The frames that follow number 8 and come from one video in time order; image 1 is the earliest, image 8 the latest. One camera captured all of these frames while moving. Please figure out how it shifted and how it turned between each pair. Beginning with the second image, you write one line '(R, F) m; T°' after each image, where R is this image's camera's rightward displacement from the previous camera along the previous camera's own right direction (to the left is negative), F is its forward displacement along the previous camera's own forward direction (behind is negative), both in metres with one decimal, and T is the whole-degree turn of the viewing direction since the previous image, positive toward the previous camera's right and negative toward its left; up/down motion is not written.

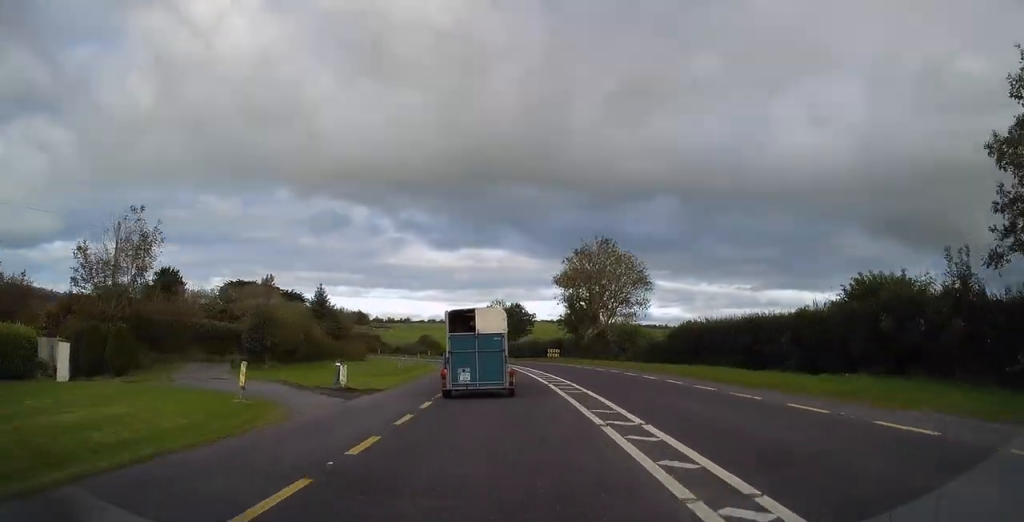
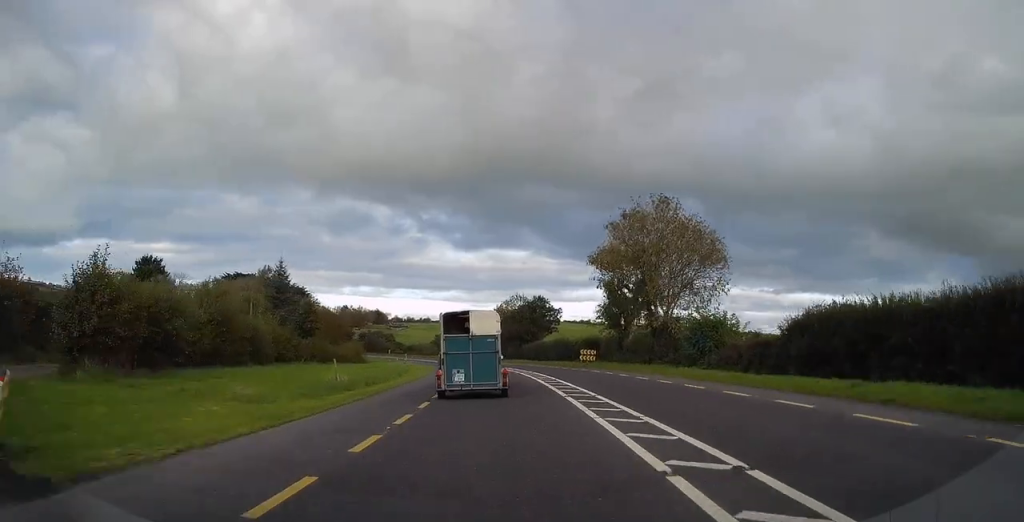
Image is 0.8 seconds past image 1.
(0.0, +17.0) m; -1°
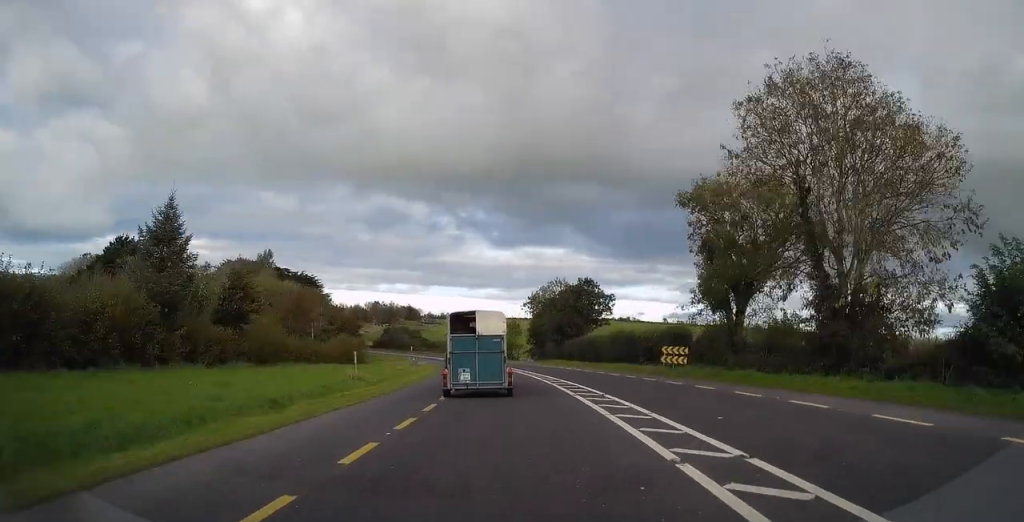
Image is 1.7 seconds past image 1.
(-0.4, +21.5) m; -2°
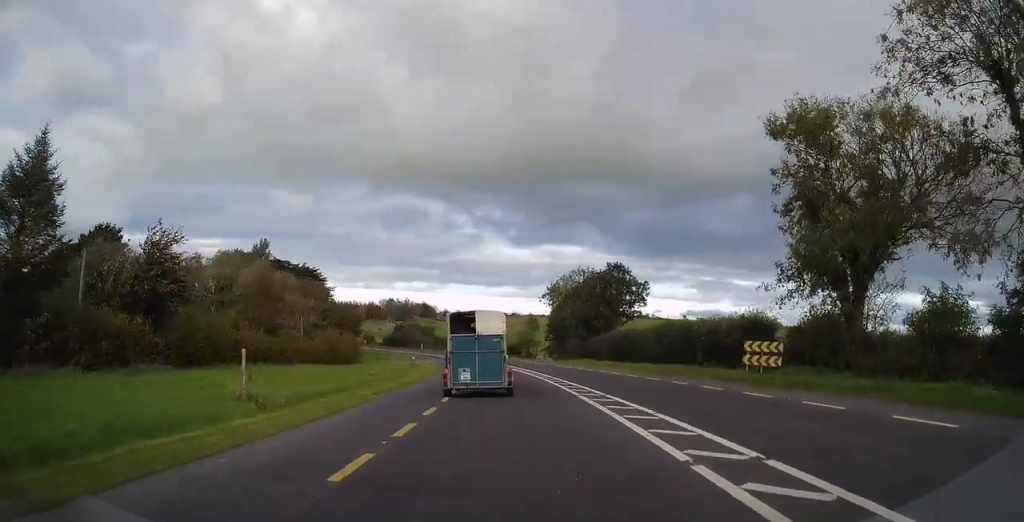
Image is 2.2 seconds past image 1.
(-0.1, +11.2) m; -1°
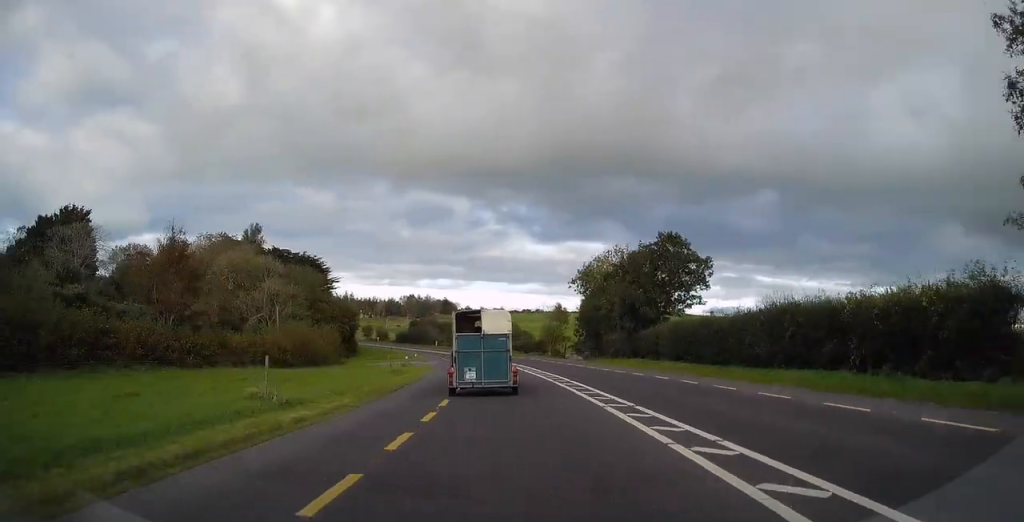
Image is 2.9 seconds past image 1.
(-0.2, +15.0) m; -1°
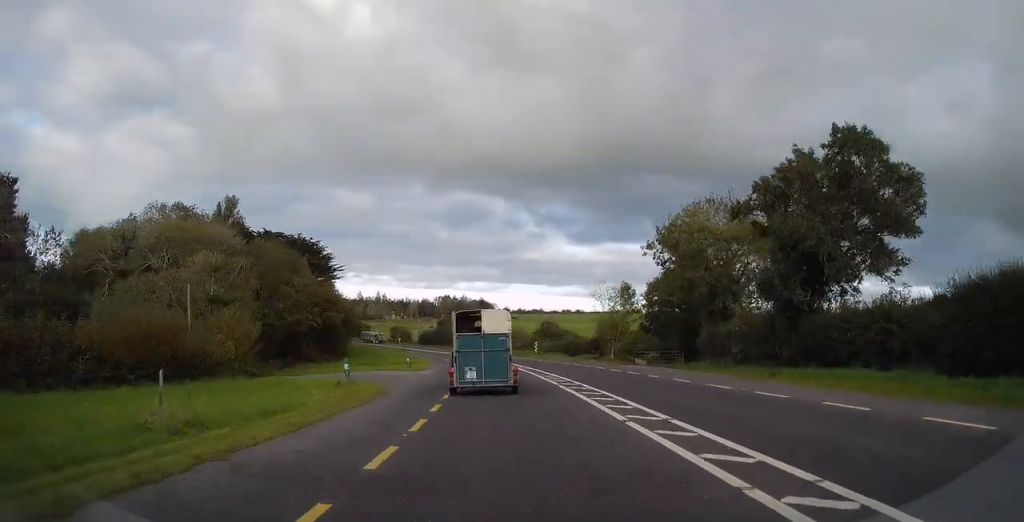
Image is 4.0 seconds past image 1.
(-0.3, +25.2) m; -3°
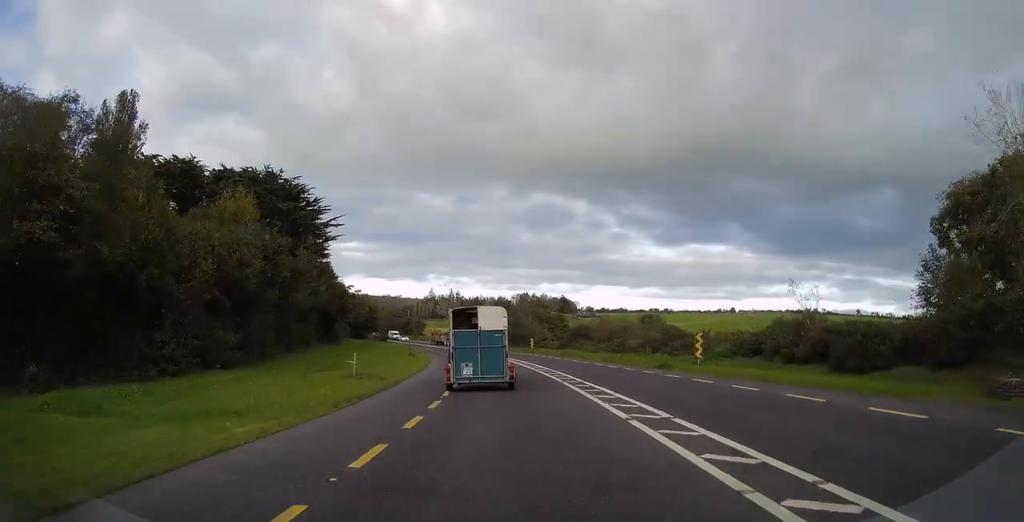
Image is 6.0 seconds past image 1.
(-2.7, +46.5) m; -6°
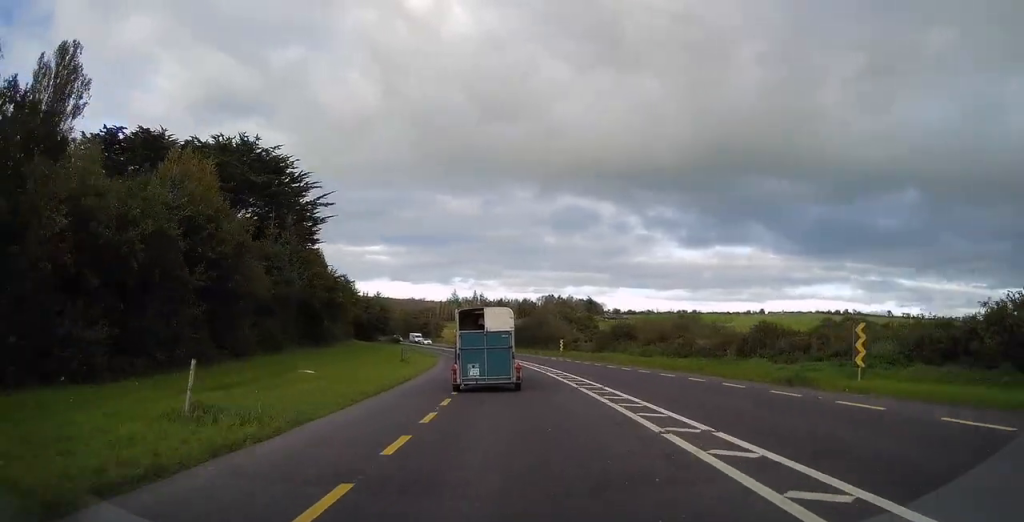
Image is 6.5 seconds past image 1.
(-0.4, +13.9) m; -3°
